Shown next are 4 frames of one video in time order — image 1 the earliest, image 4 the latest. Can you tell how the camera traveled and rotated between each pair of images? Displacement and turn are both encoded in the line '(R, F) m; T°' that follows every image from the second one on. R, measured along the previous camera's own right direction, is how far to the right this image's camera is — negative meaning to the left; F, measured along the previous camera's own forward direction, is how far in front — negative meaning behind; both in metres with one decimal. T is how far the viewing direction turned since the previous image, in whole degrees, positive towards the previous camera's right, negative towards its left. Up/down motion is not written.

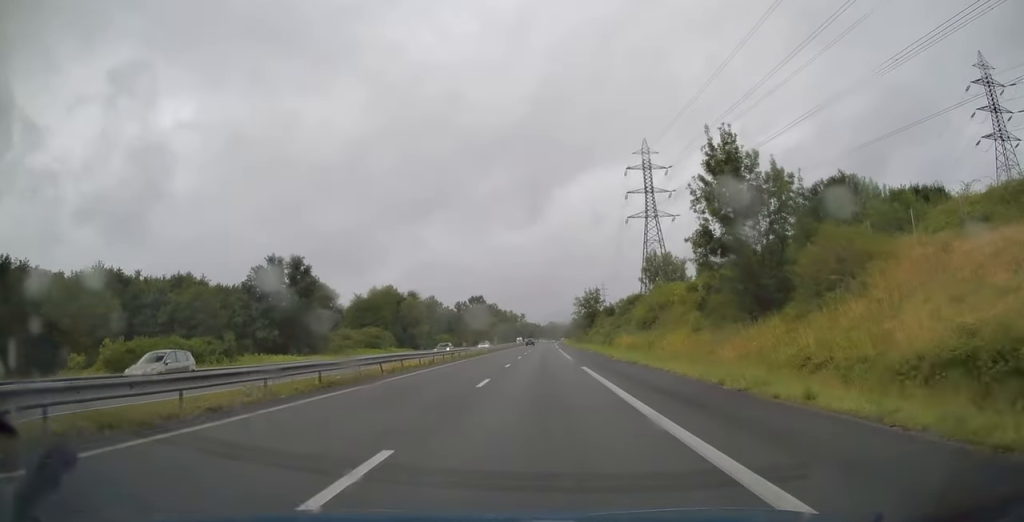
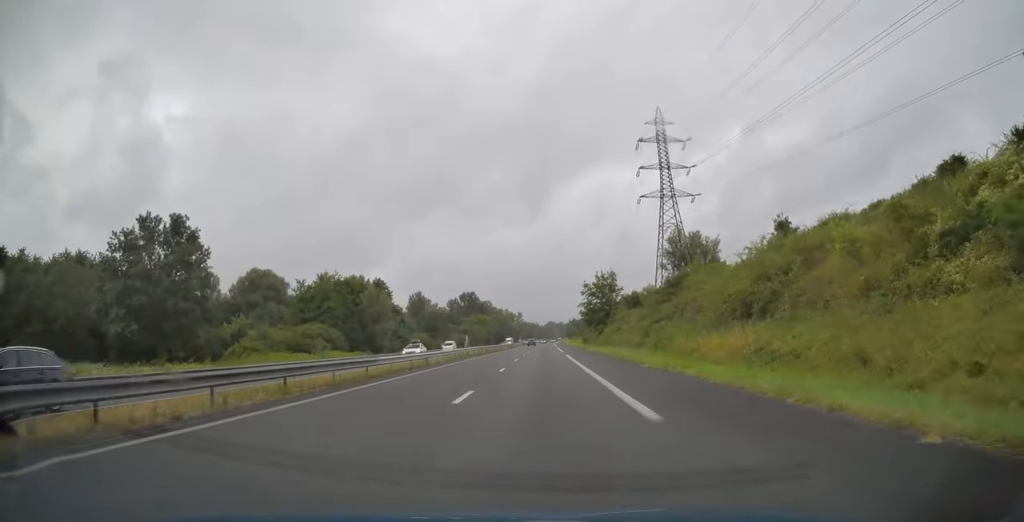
(+0.1, +30.8) m; 0°
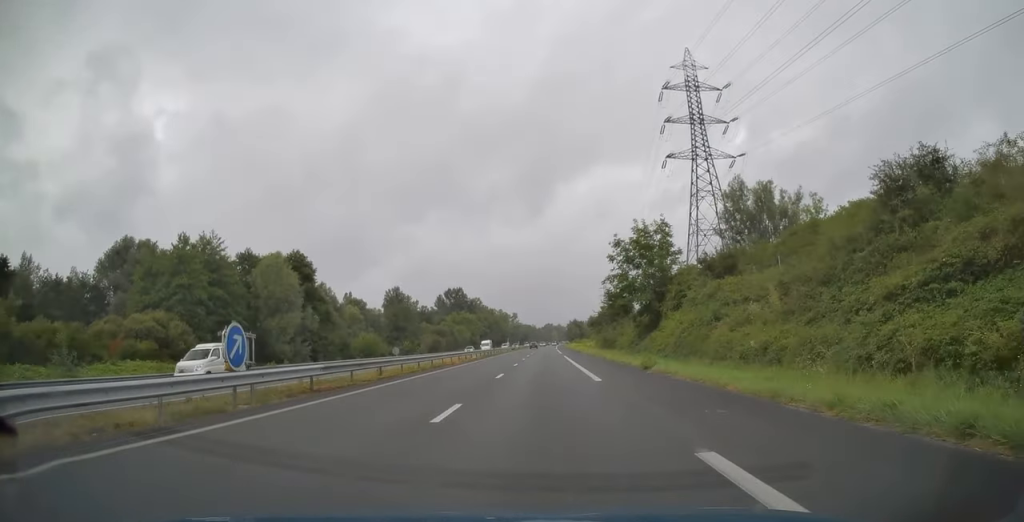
(+0.1, +42.2) m; 0°
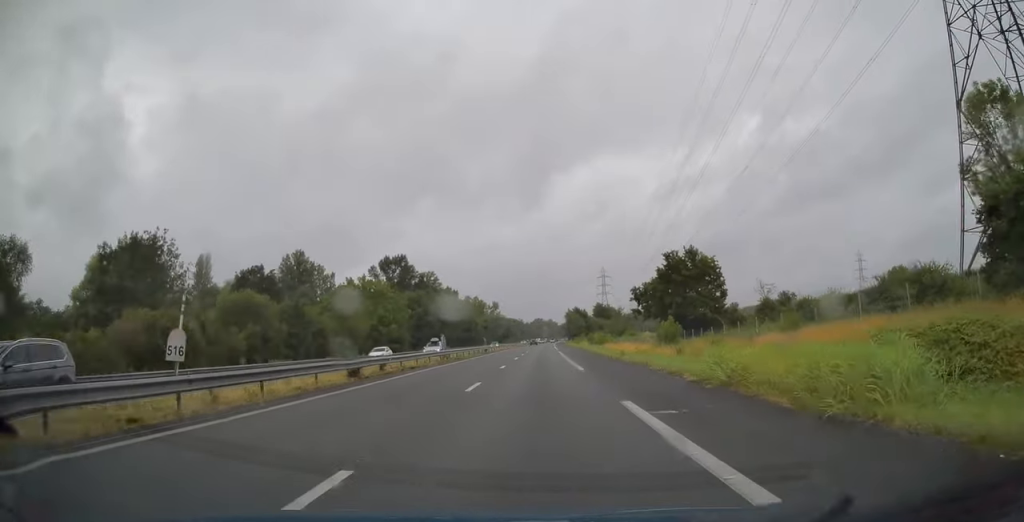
(+0.5, +99.1) m; +1°
